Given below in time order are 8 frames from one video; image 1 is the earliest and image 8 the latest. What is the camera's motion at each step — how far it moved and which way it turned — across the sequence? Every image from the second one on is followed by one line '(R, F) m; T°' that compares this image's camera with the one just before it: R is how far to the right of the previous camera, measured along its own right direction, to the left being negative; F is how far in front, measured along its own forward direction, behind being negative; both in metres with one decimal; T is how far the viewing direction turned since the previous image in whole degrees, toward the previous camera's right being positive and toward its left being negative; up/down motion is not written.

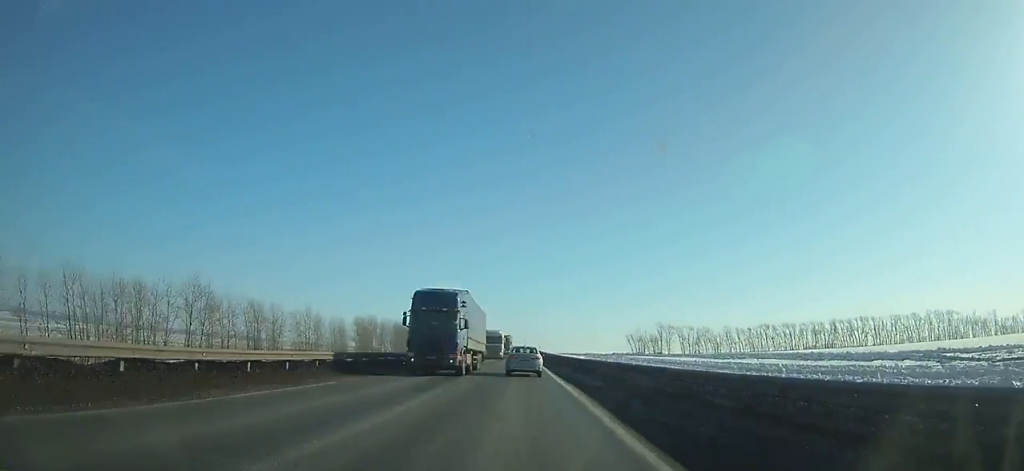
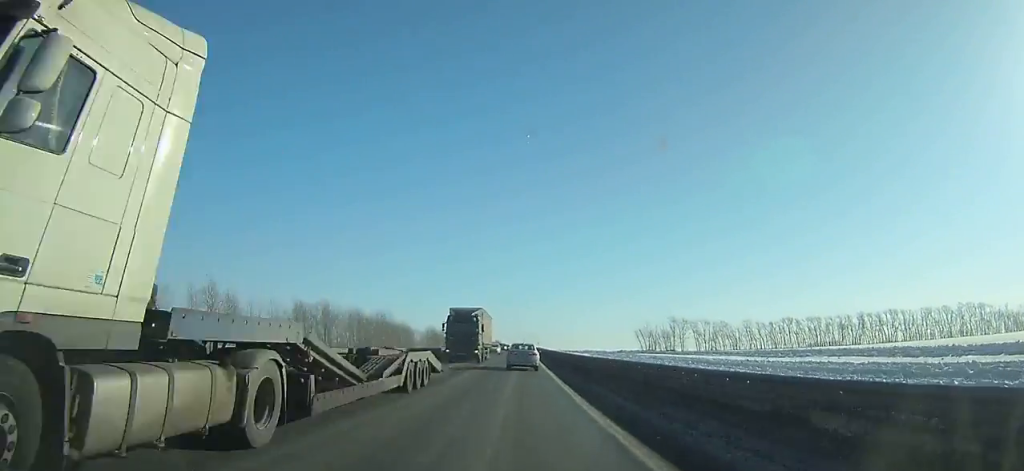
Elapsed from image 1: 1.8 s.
(0.0, +36.5) m; 0°
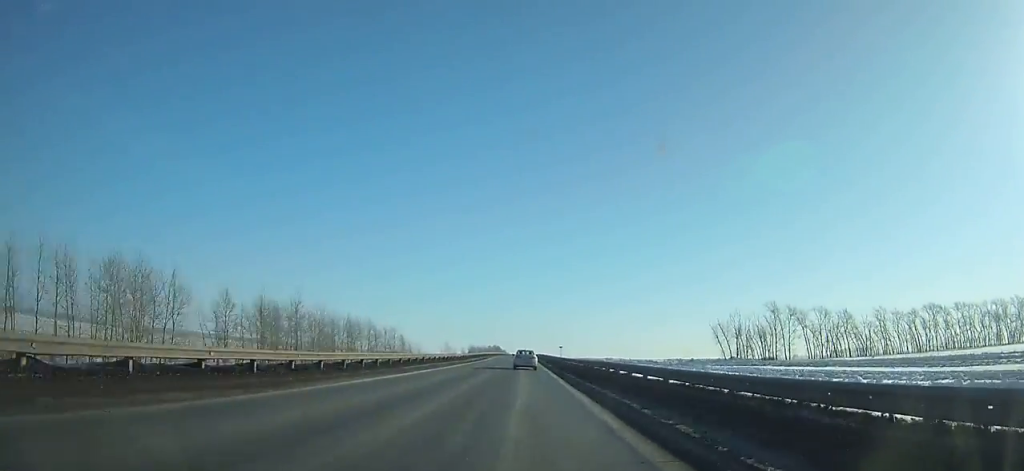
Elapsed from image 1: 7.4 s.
(+0.1, +115.5) m; 0°
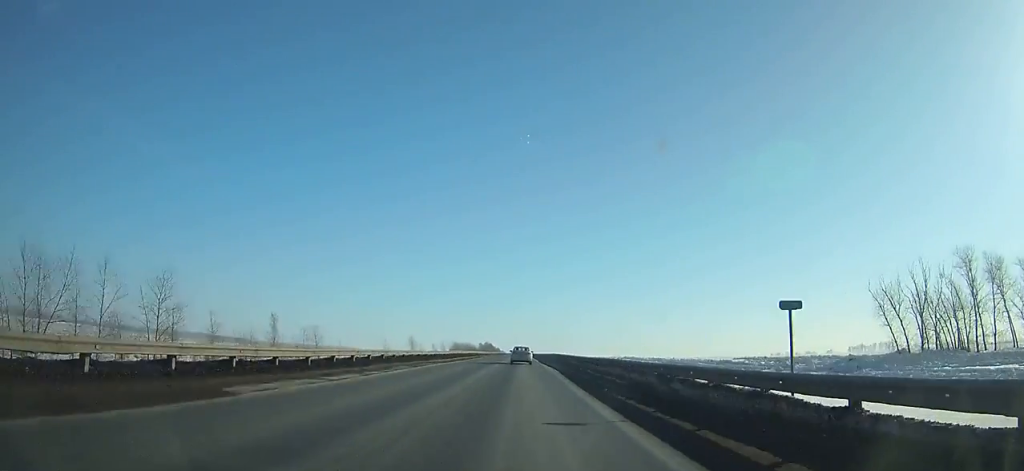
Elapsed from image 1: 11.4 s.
(+0.5, +84.8) m; 0°
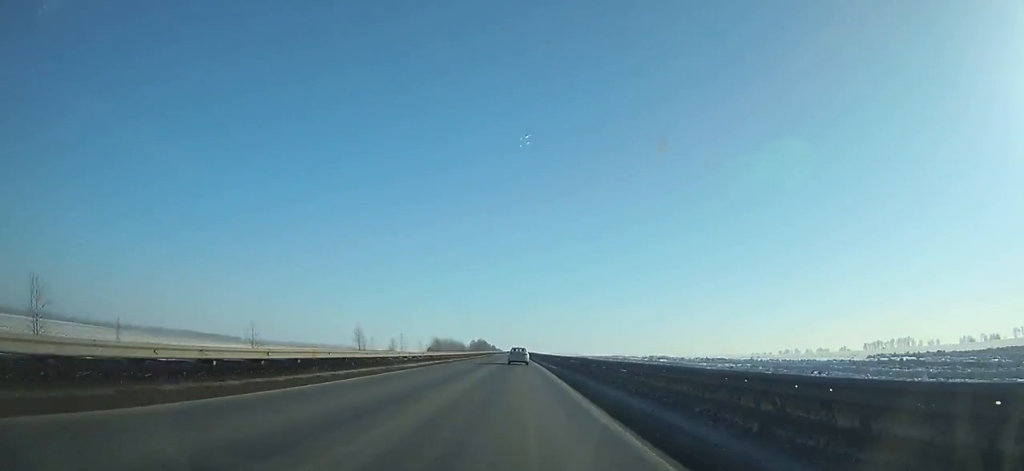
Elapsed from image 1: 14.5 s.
(-0.1, +66.5) m; 0°
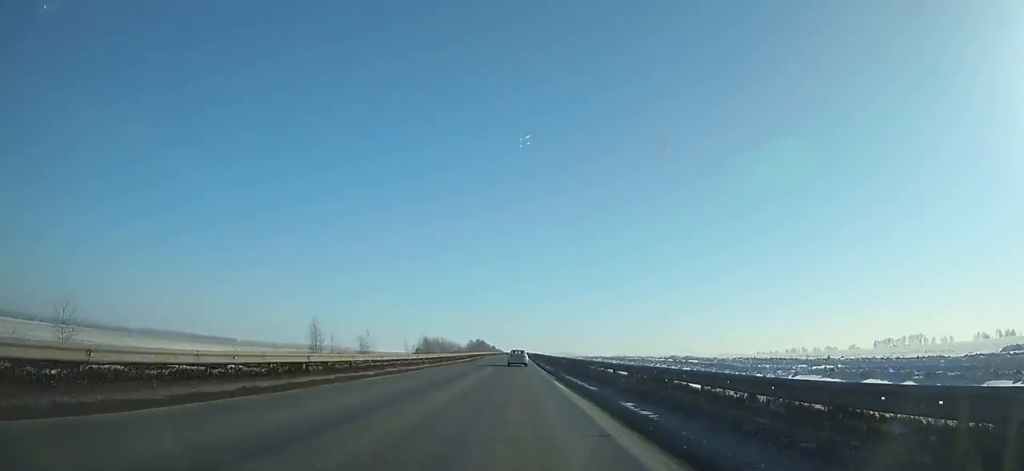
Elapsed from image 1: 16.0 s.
(-0.1, +32.4) m; 0°
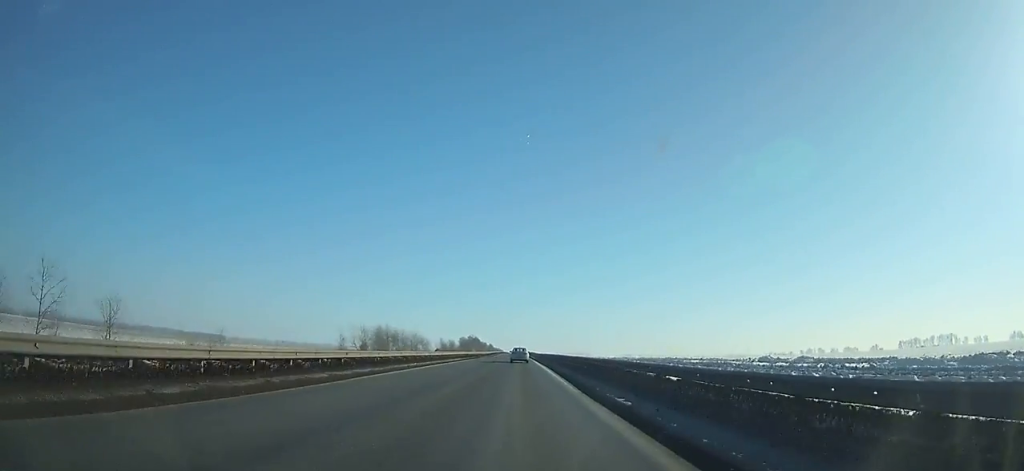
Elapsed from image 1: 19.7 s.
(-0.3, +80.8) m; 0°
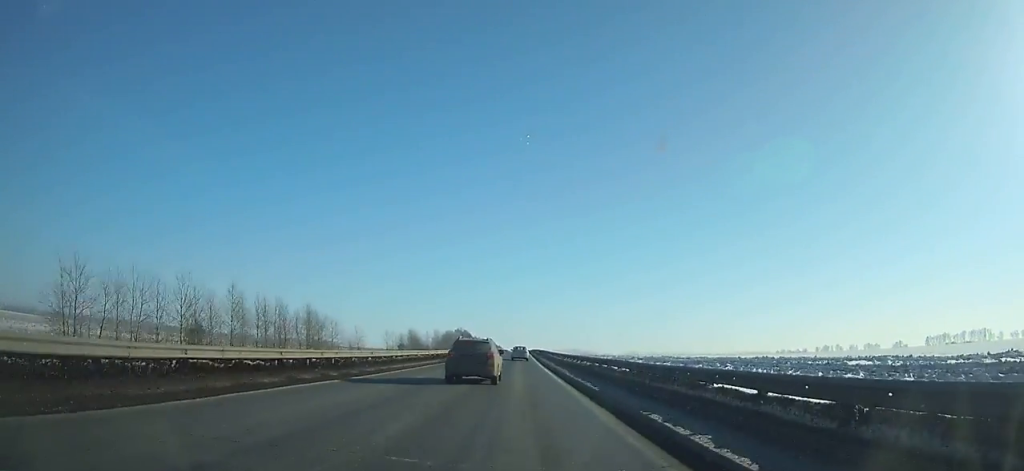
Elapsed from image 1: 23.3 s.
(+0.2, +80.8) m; +1°
